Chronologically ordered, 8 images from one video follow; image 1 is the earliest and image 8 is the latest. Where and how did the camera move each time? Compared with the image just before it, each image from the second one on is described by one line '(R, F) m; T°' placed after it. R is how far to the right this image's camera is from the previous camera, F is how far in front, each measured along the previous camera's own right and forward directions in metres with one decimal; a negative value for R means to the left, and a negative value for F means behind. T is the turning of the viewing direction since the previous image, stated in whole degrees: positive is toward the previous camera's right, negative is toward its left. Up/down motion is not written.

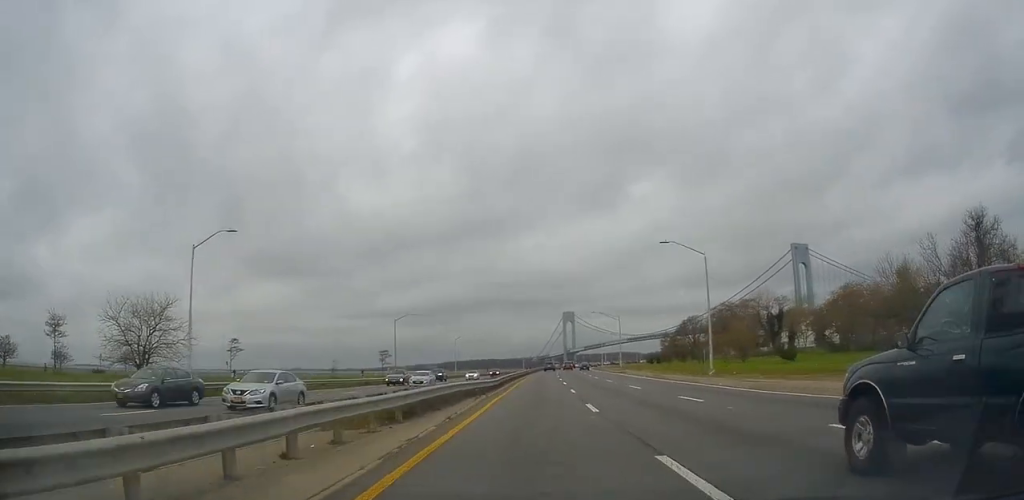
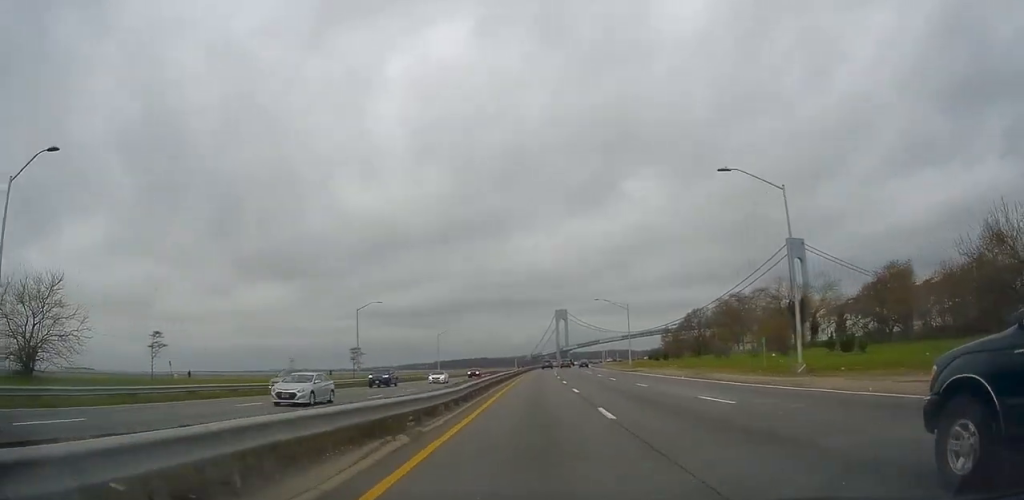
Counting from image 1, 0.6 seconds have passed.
(0.0, +14.7) m; 0°
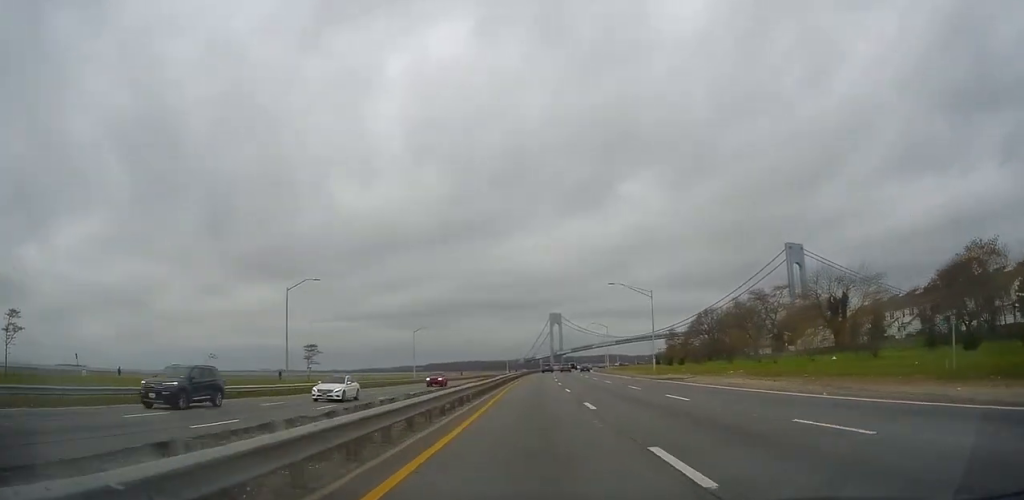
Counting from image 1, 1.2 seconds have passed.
(0.0, +18.7) m; 0°
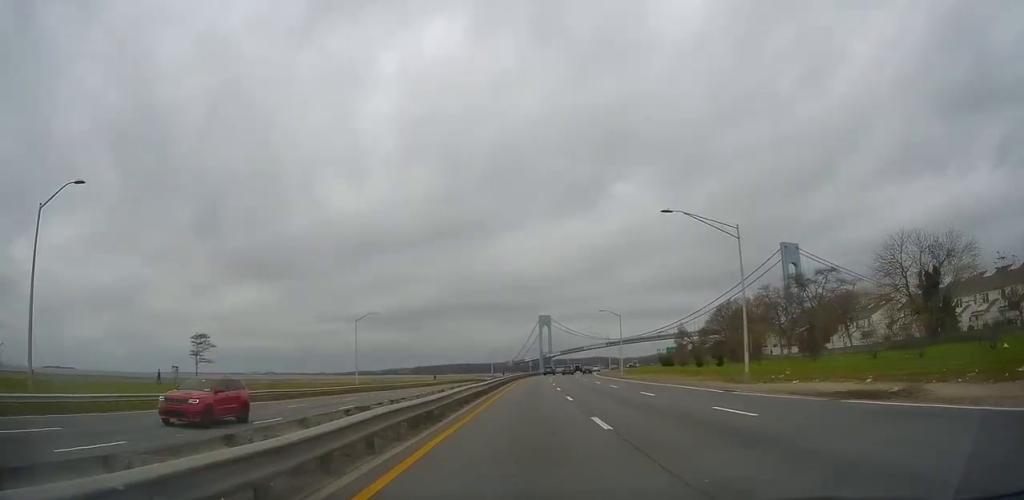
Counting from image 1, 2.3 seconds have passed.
(-0.1, +28.0) m; 0°
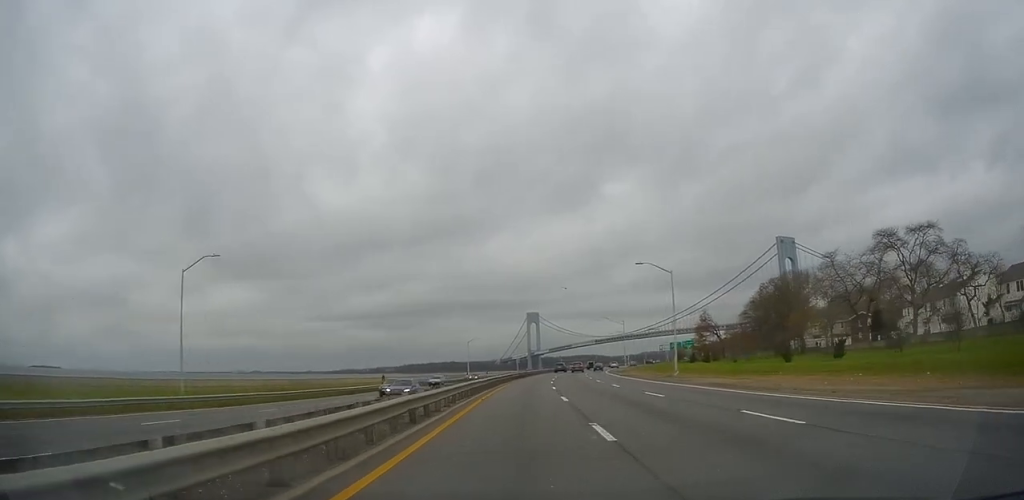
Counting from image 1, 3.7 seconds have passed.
(+0.5, +35.9) m; +2°
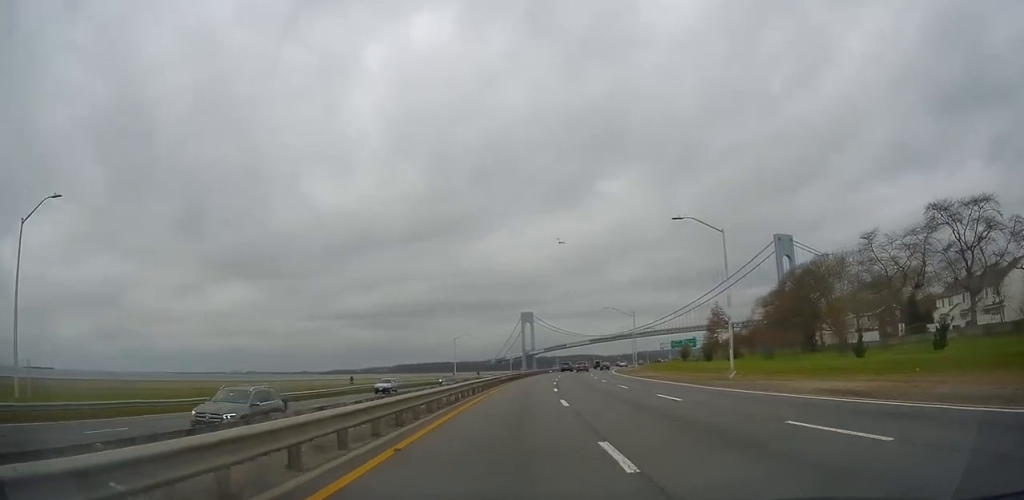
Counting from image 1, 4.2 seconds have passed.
(+0.1, +14.3) m; +1°
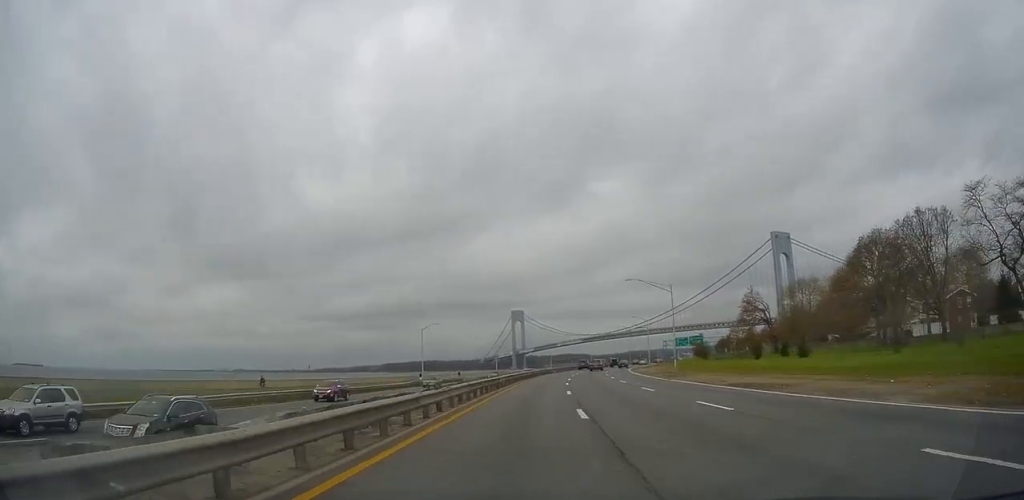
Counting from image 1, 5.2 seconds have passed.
(+0.3, +26.6) m; 0°
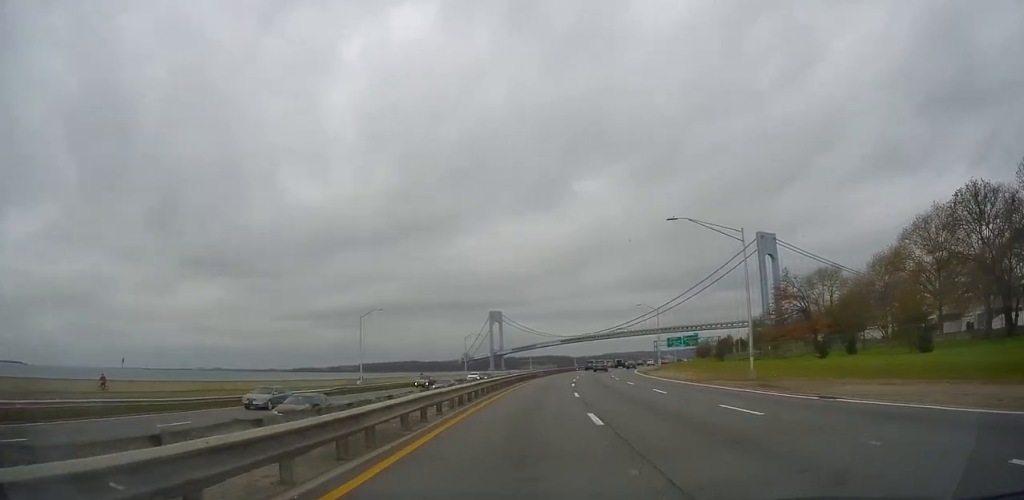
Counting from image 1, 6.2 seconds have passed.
(-0.3, +23.6) m; +1°
